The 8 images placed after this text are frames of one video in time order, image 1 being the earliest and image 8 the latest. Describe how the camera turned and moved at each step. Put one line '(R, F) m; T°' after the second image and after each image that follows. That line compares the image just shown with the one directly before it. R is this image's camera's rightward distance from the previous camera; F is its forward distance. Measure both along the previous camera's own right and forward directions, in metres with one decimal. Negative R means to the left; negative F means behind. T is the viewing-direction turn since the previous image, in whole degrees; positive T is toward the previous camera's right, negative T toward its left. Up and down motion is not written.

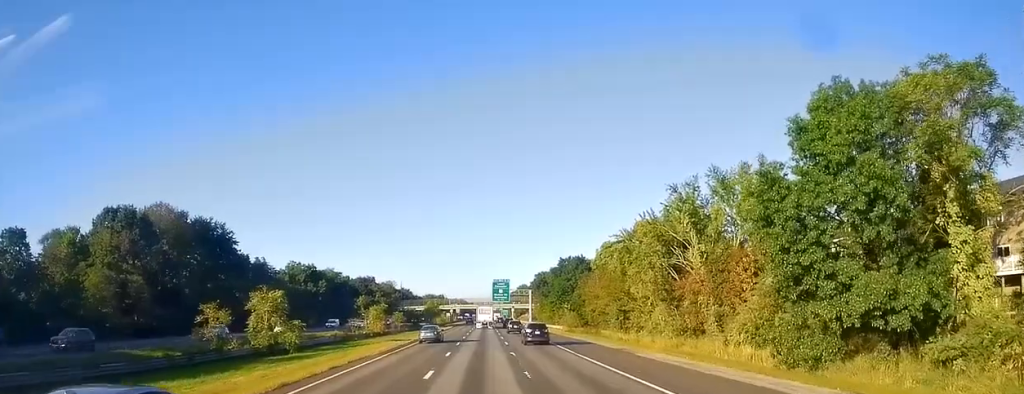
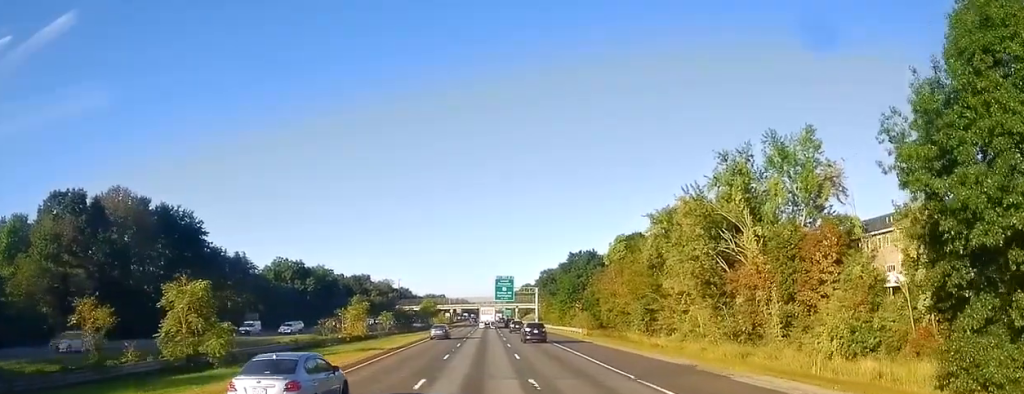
(-0.9, +14.5) m; -1°
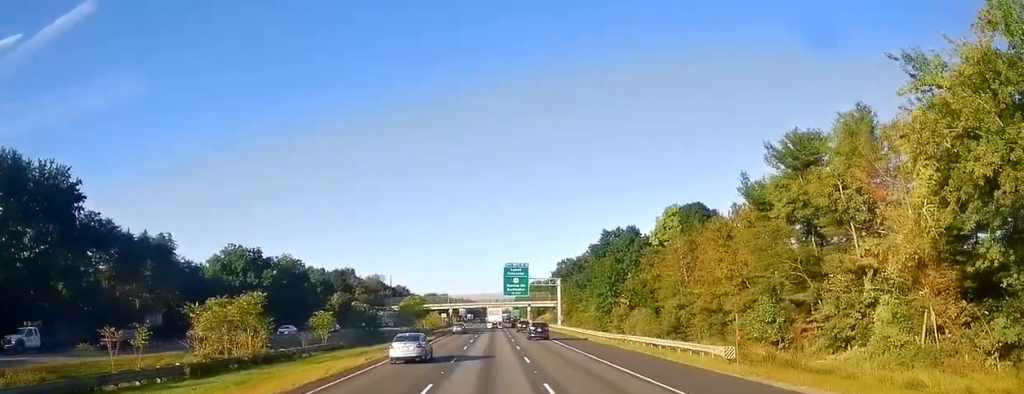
(+0.5, +37.0) m; -1°
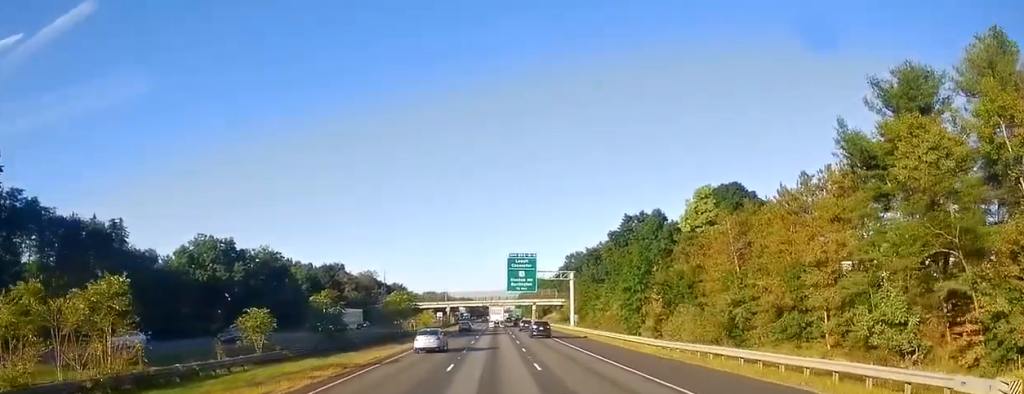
(0.0, +16.1) m; +1°
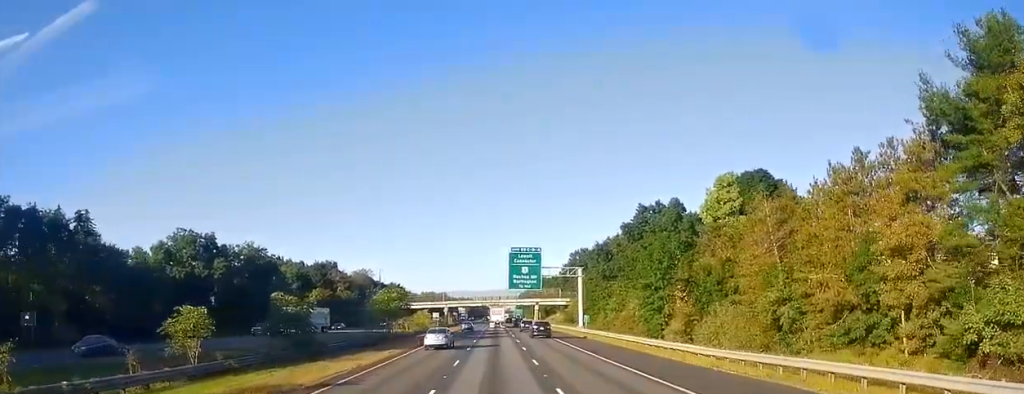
(+0.1, +9.1) m; 0°
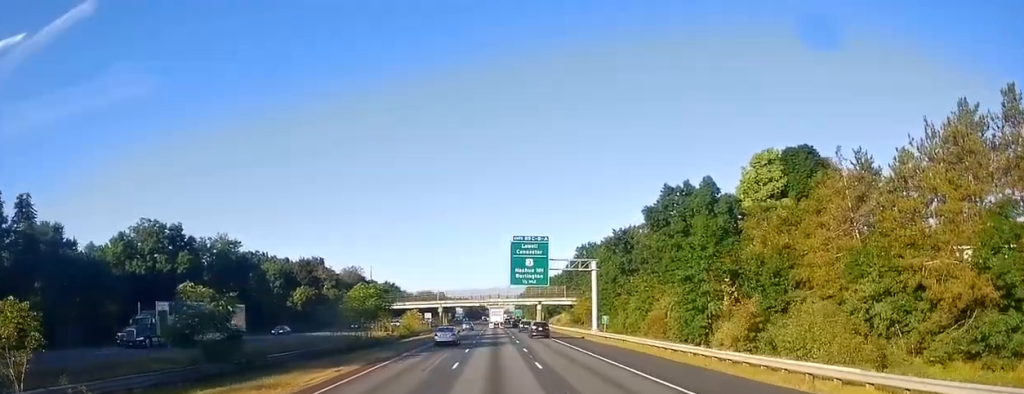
(0.0, +13.0) m; 0°
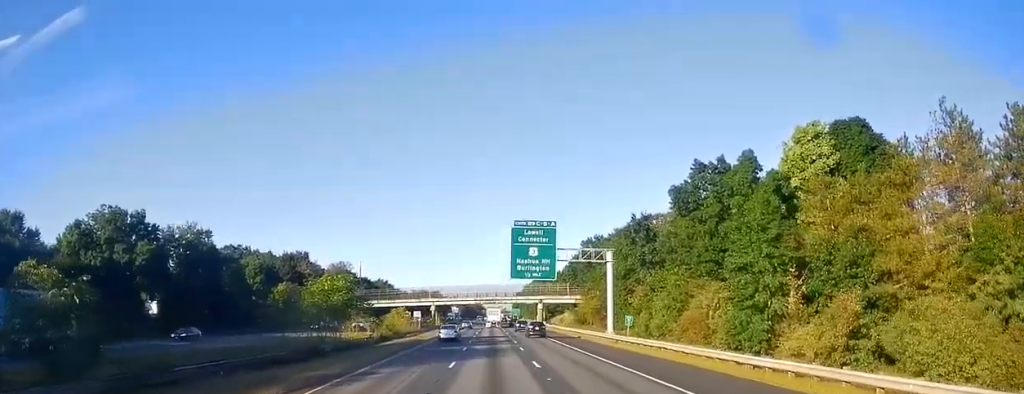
(0.0, +11.8) m; 0°
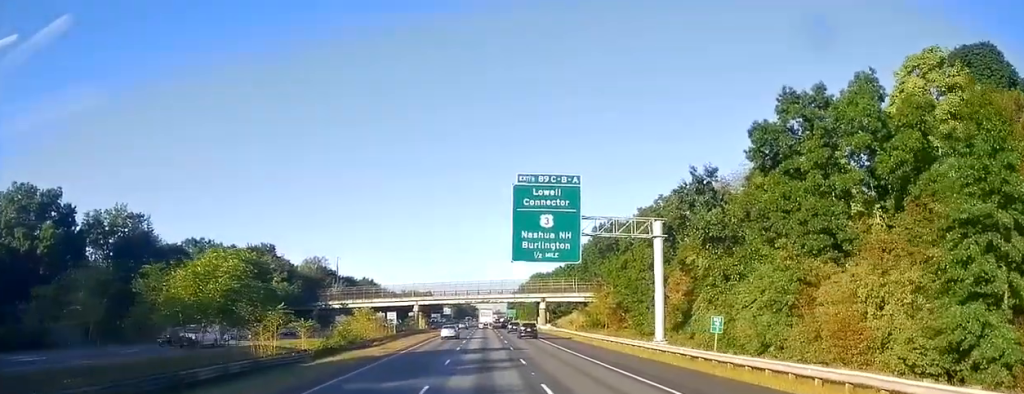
(0.0, +21.4) m; +2°
